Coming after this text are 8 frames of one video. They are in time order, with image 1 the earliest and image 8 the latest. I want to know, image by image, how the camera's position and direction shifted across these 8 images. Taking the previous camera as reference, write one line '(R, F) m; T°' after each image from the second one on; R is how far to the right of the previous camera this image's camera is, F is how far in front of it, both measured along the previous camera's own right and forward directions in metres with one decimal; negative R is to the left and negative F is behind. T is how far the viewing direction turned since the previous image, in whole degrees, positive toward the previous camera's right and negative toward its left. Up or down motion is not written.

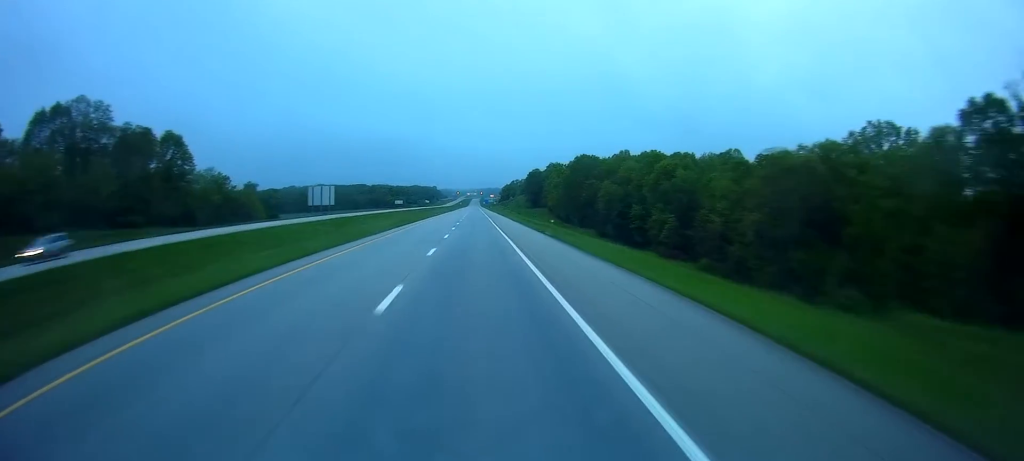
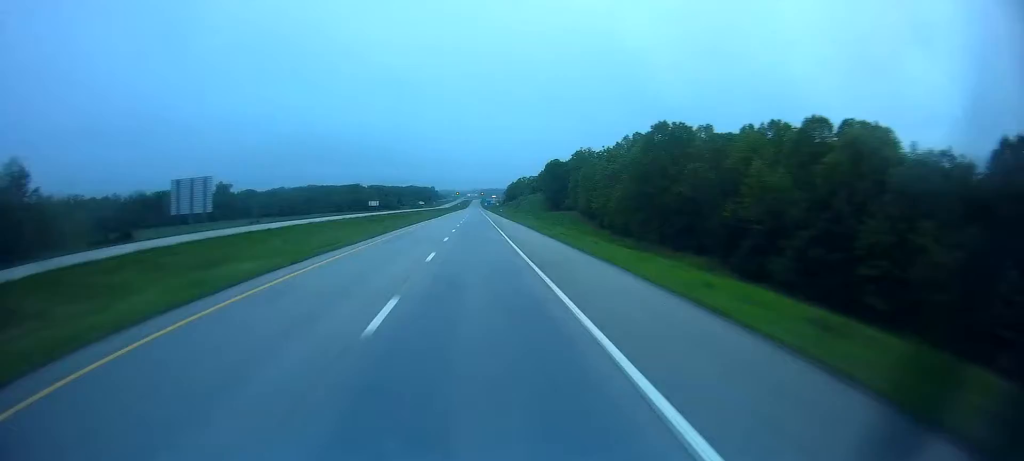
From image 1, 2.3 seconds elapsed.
(-0.1, +73.2) m; 0°
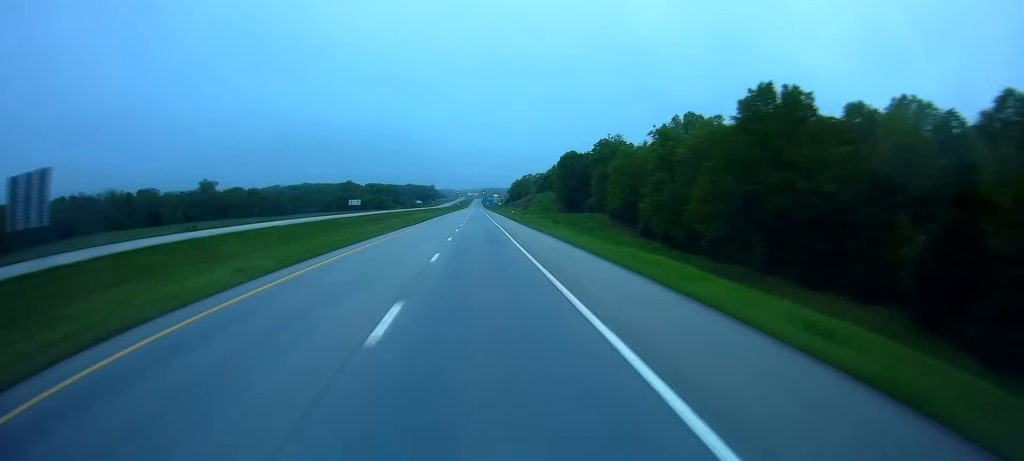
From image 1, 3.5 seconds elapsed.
(-0.3, +36.5) m; 0°
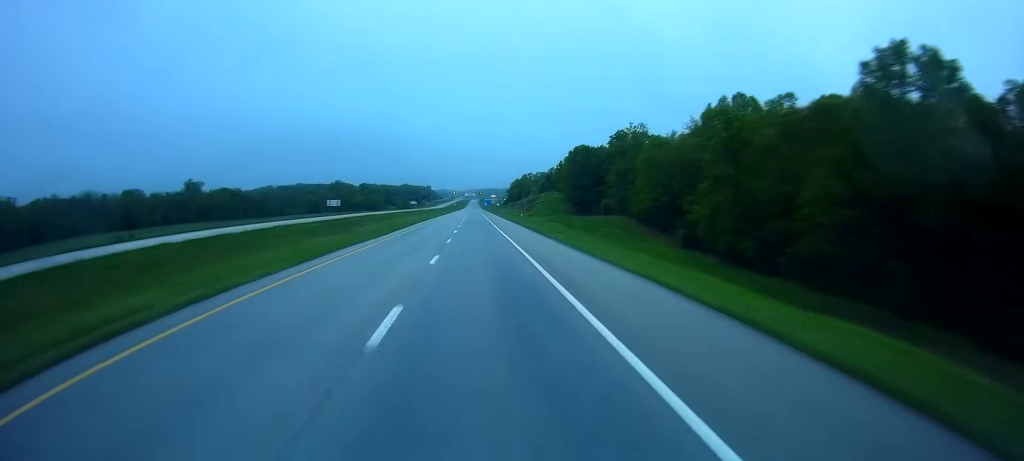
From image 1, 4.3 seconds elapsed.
(0.0, +24.0) m; 0°
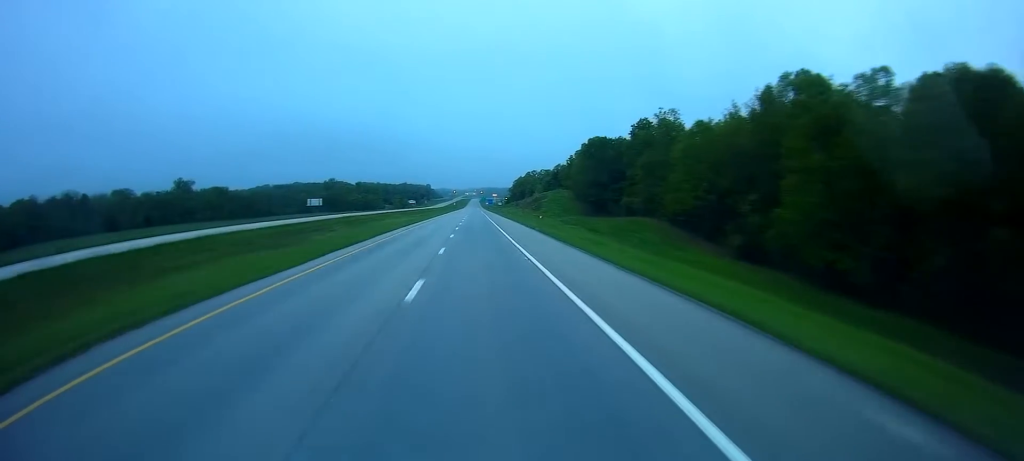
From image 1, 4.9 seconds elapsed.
(+0.1, +19.8) m; 0°
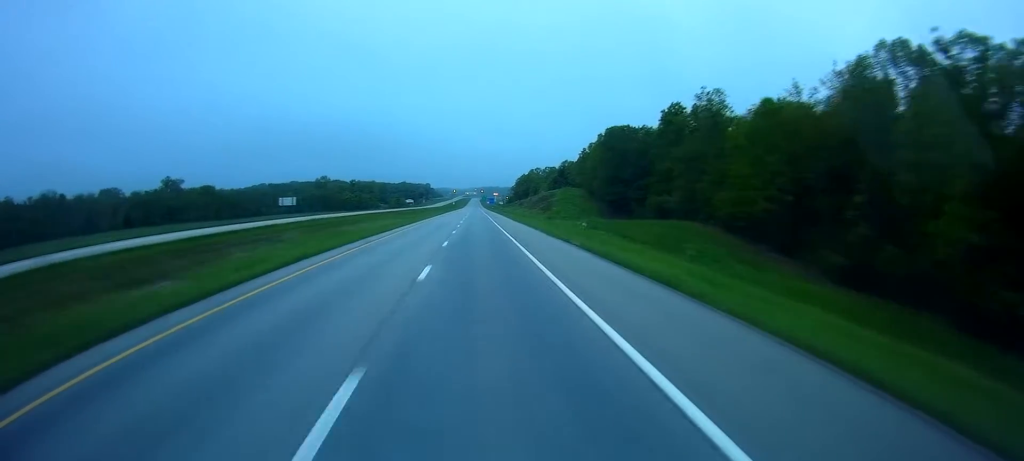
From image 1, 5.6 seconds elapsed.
(+0.2, +20.9) m; 0°
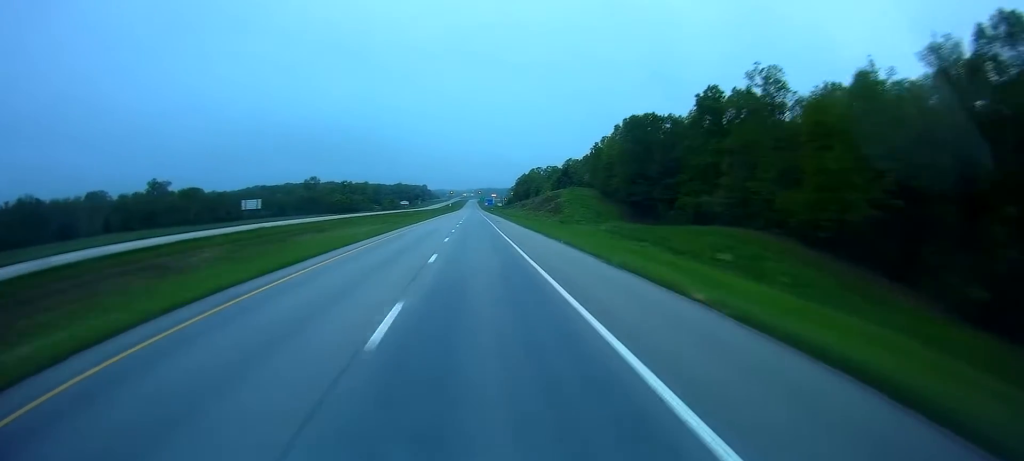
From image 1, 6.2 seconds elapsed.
(-0.1, +18.9) m; 0°
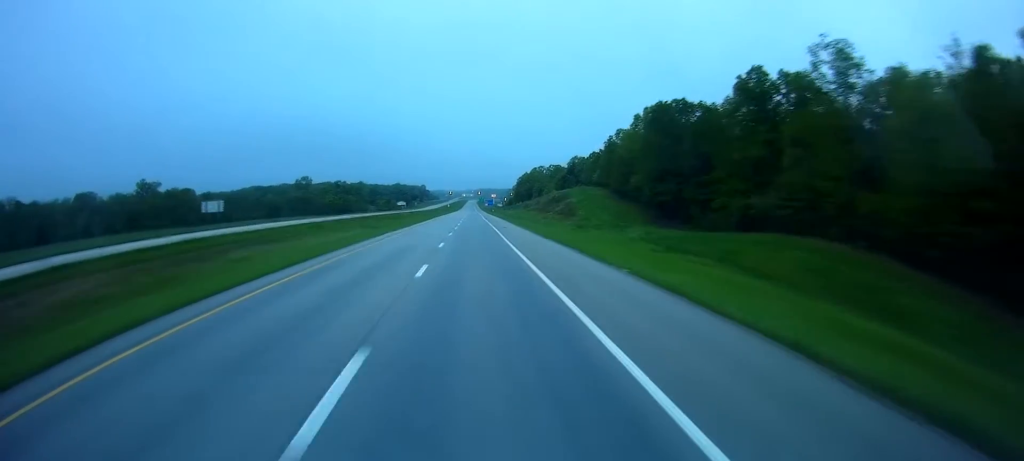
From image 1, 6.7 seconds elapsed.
(-0.1, +15.7) m; 0°
